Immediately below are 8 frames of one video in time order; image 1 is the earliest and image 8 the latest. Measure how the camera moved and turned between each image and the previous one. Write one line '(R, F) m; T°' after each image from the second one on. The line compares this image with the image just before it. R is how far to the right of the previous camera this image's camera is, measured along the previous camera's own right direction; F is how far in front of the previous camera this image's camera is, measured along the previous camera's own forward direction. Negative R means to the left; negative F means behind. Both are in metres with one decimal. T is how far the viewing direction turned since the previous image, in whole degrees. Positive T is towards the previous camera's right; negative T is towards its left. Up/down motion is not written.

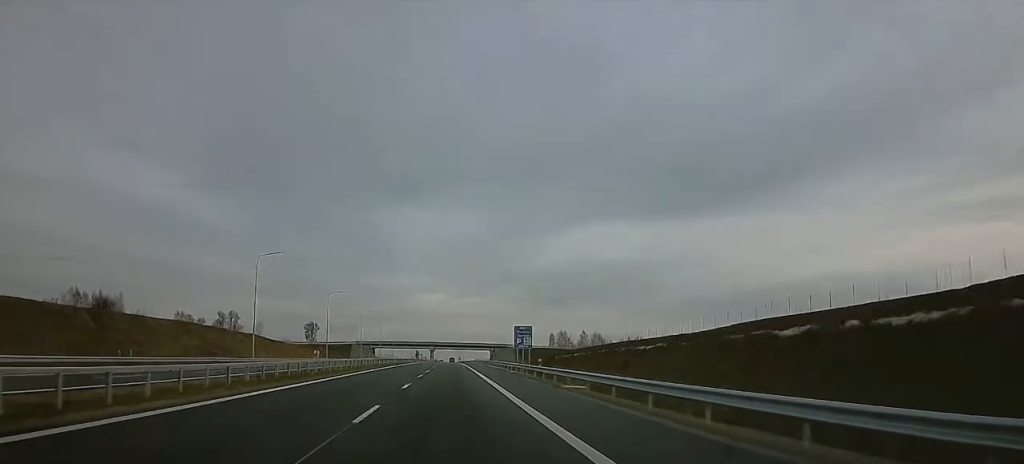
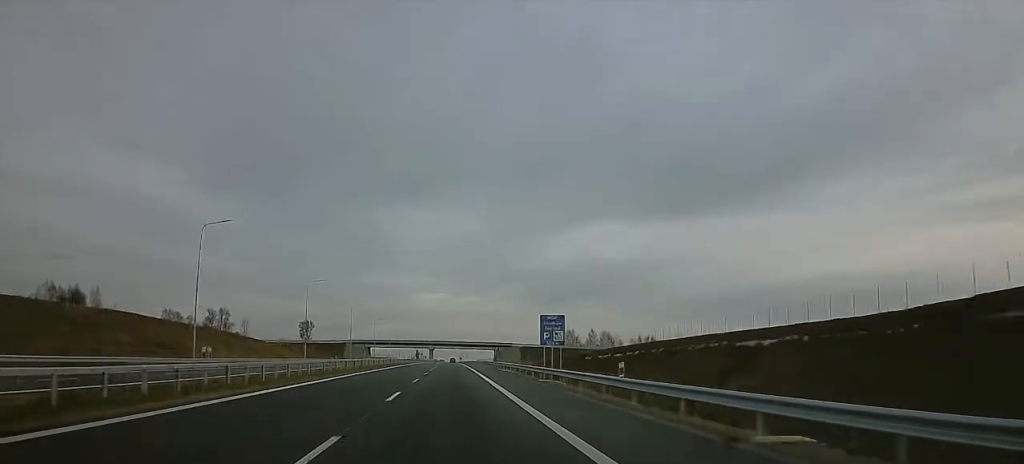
(0.0, +17.9) m; 0°
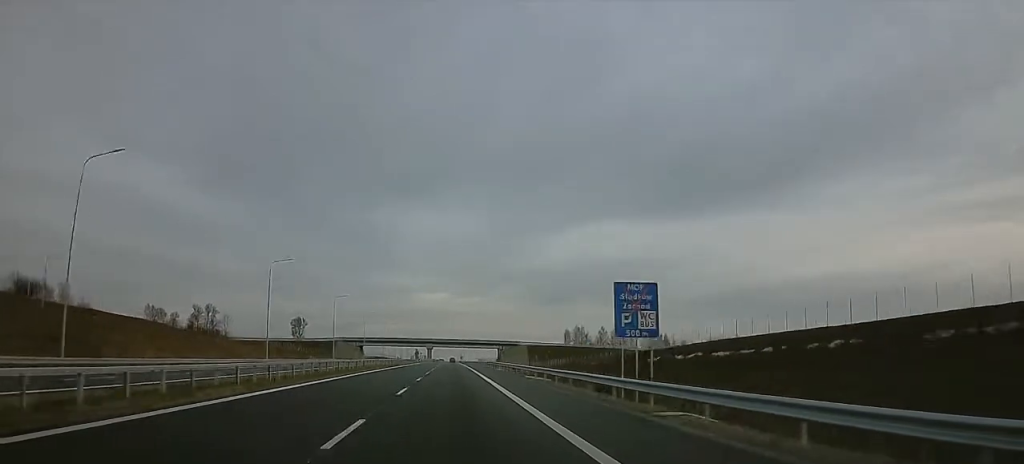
(0.0, +20.9) m; 0°
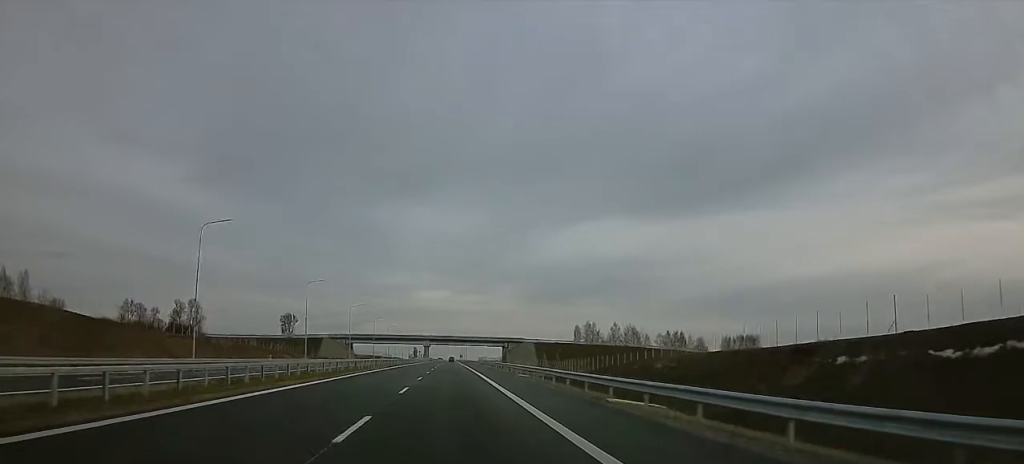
(0.0, +23.0) m; 0°
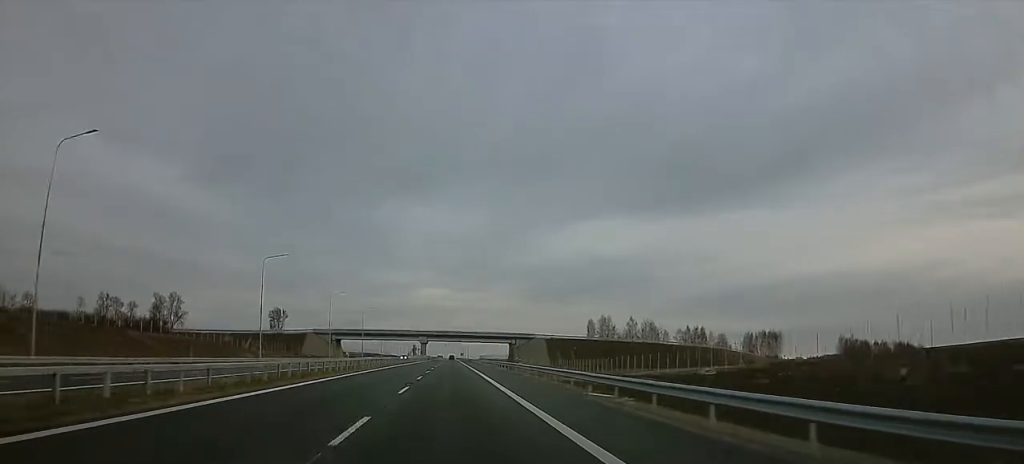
(0.0, +24.0) m; 0°
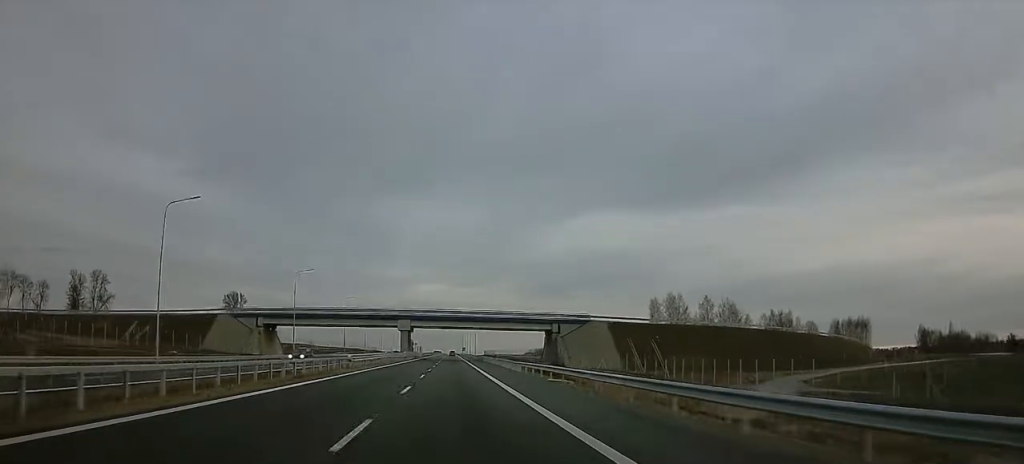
(0.0, +71.4) m; 0°
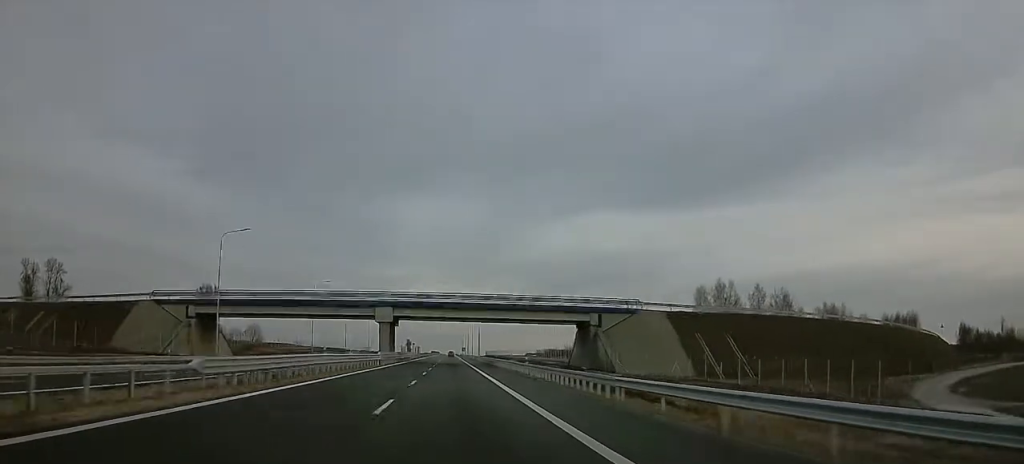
(0.0, +30.3) m; 0°
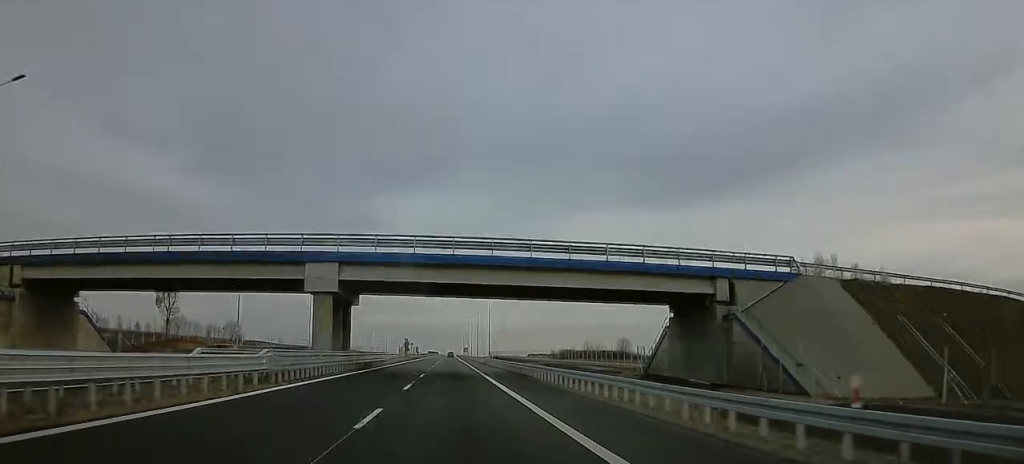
(0.0, +37.5) m; 0°
